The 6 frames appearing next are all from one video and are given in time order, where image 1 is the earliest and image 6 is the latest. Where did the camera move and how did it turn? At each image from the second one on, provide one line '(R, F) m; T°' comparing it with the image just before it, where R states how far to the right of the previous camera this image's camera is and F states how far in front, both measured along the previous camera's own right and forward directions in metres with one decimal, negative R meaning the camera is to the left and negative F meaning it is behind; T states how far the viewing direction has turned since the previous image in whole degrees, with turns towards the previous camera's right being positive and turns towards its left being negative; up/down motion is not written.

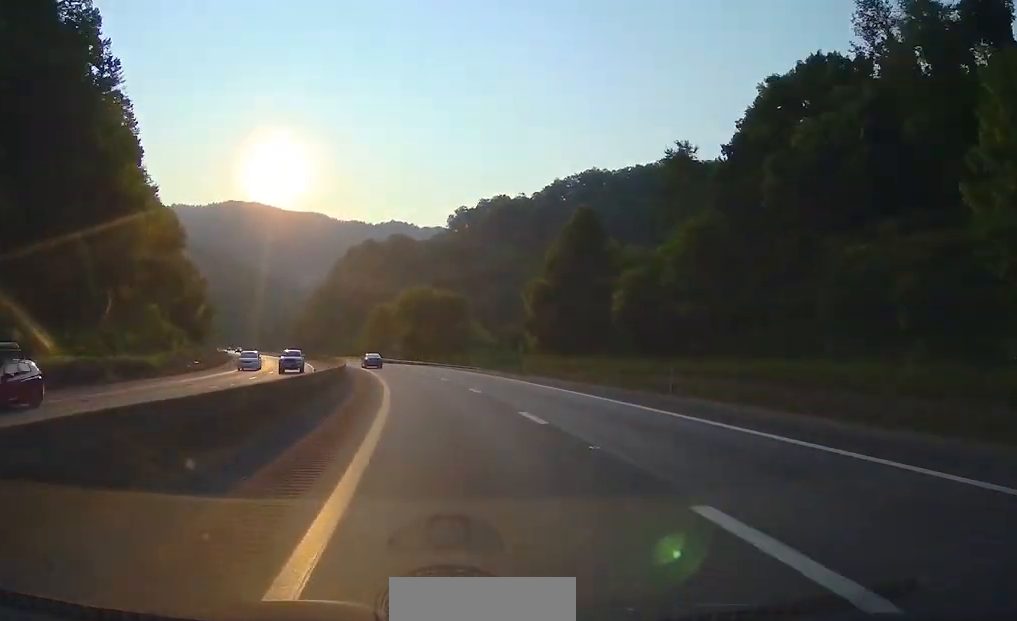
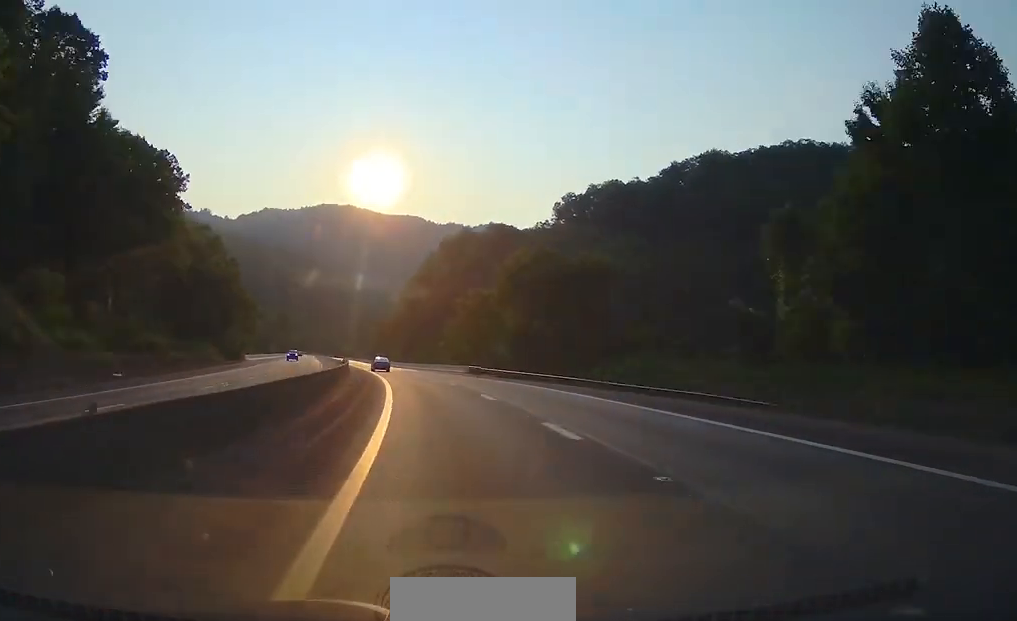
(-3.0, +62.4) m; -7°
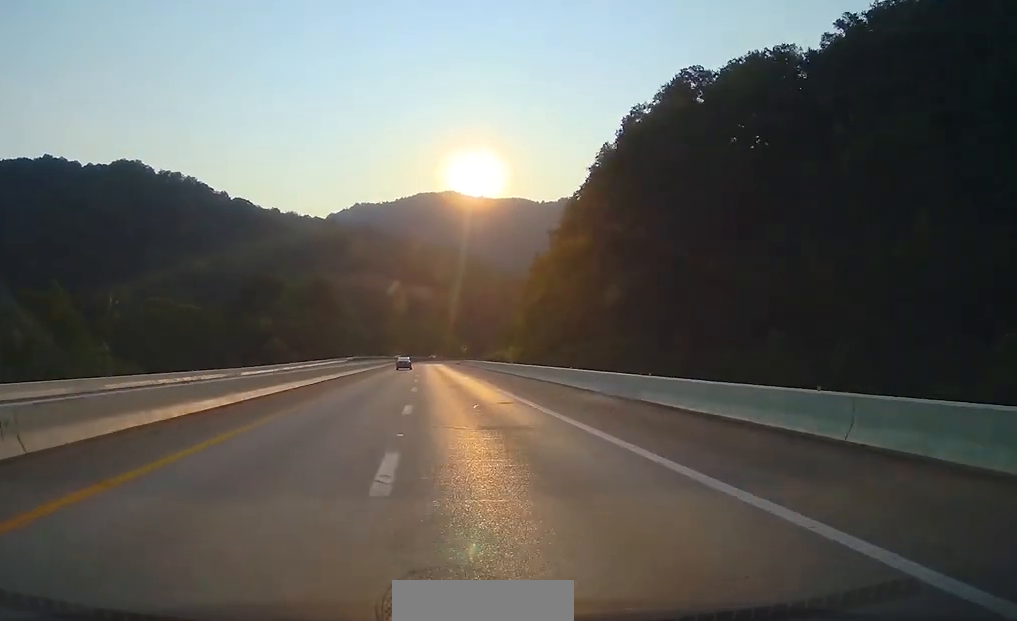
(-48.9, +275.6) m; -13°
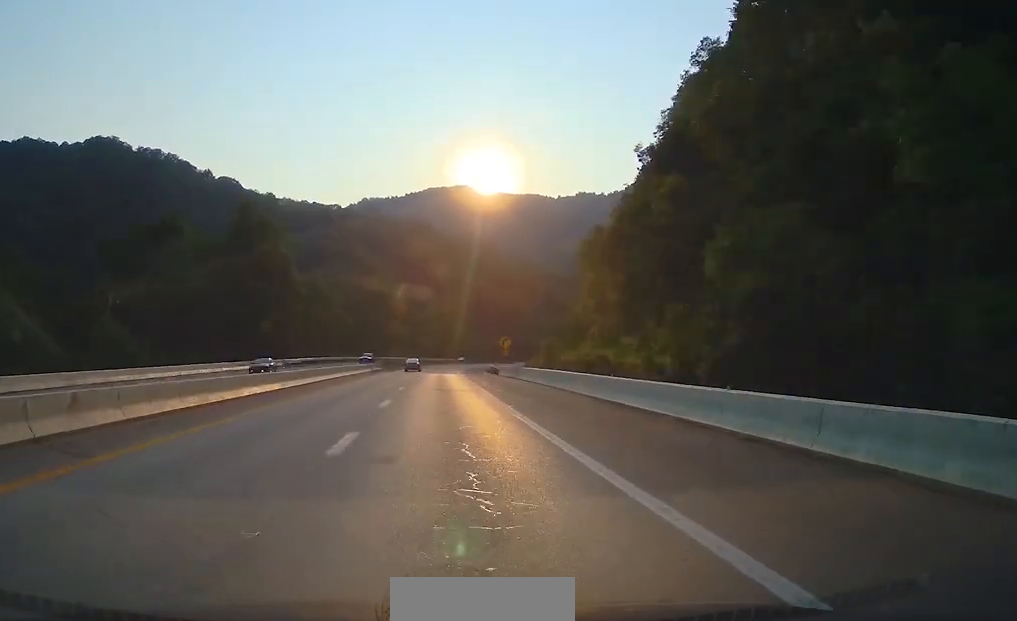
(-2.7, +85.8) m; +1°
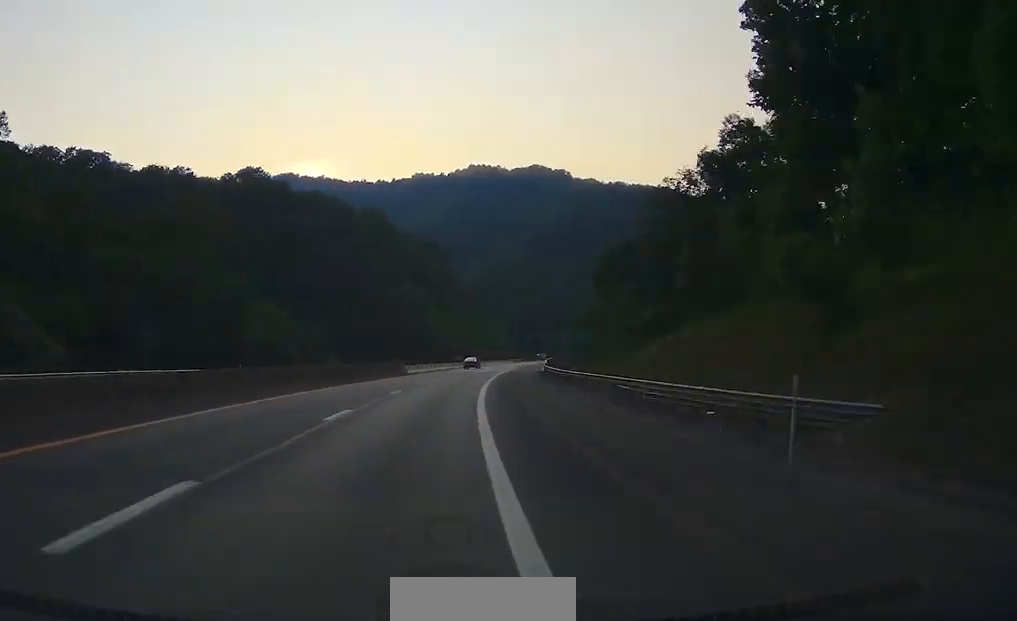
(+21.4, +174.4) m; +14°
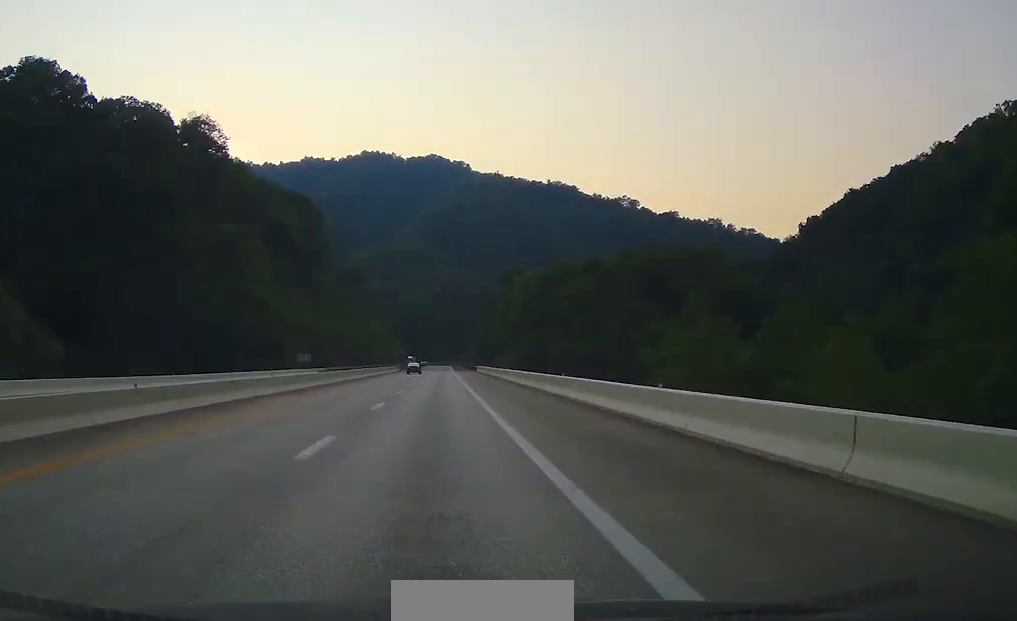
(+7.2, +94.8) m; +6°
